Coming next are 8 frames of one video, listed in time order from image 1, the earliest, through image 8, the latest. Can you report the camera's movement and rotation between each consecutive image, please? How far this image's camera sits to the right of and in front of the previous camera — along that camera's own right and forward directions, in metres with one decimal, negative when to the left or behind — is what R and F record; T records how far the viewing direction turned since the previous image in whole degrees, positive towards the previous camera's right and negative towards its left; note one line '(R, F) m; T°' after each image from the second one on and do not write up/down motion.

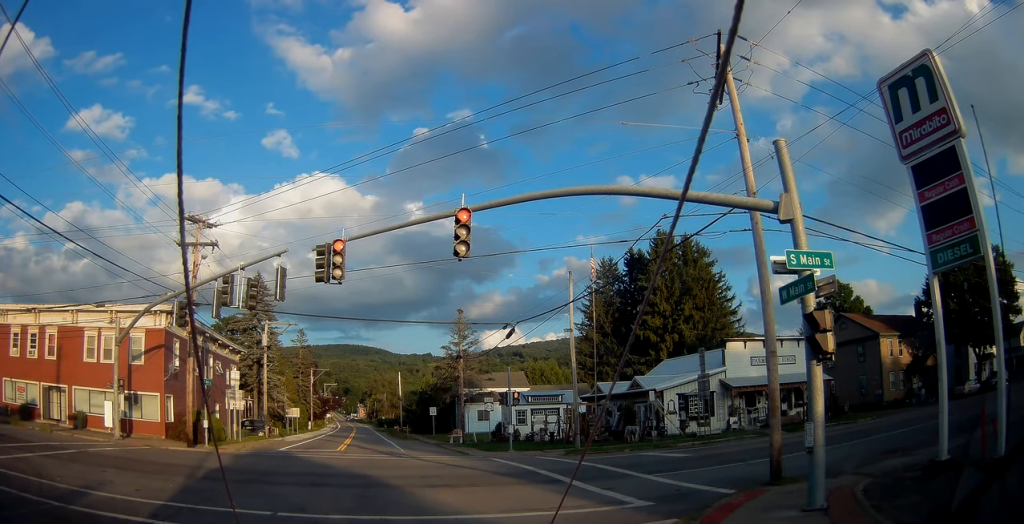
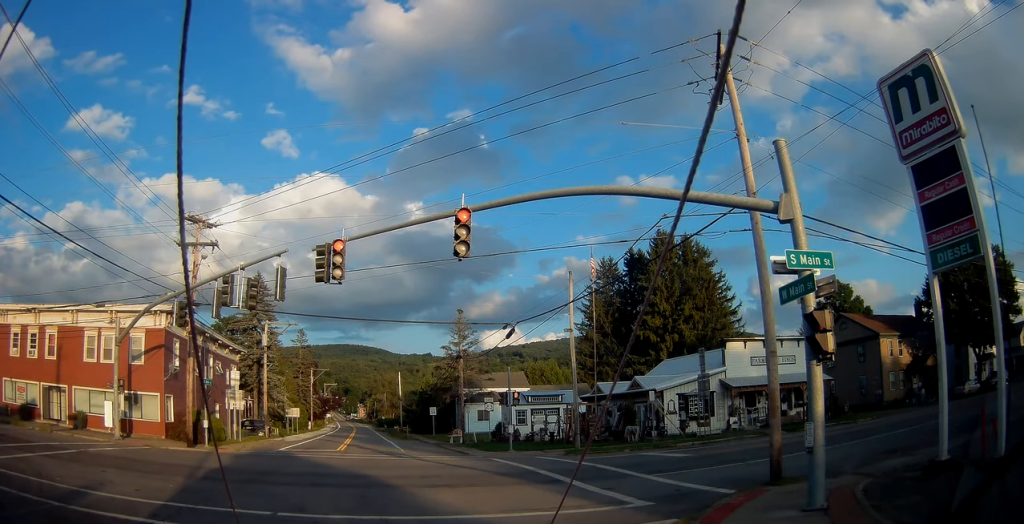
(0.0, 0.0) m; 0°
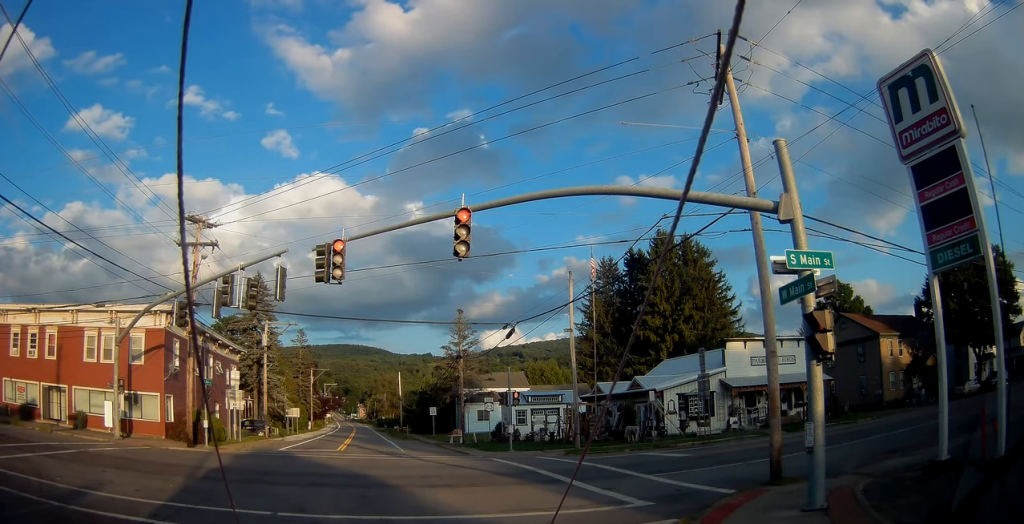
(0.0, 0.0) m; 0°
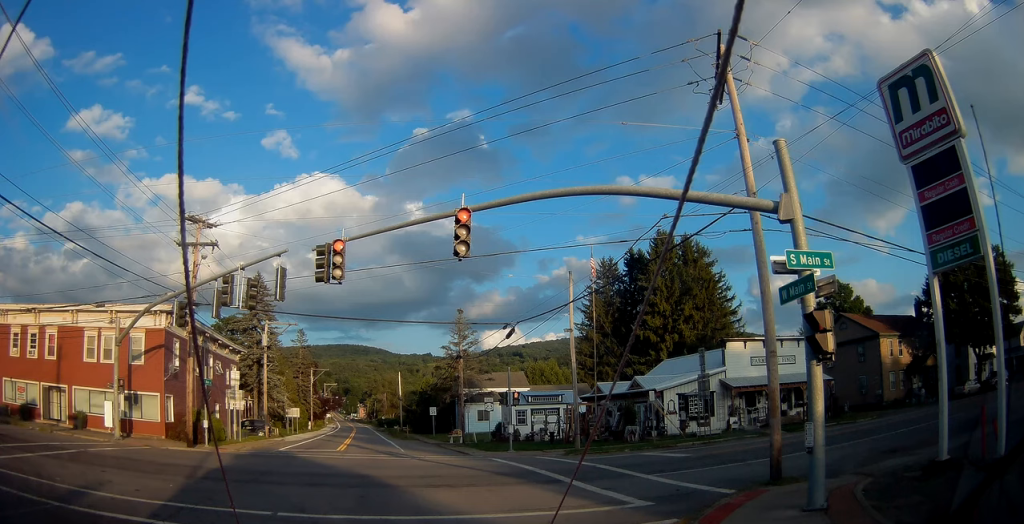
(0.0, 0.0) m; 0°
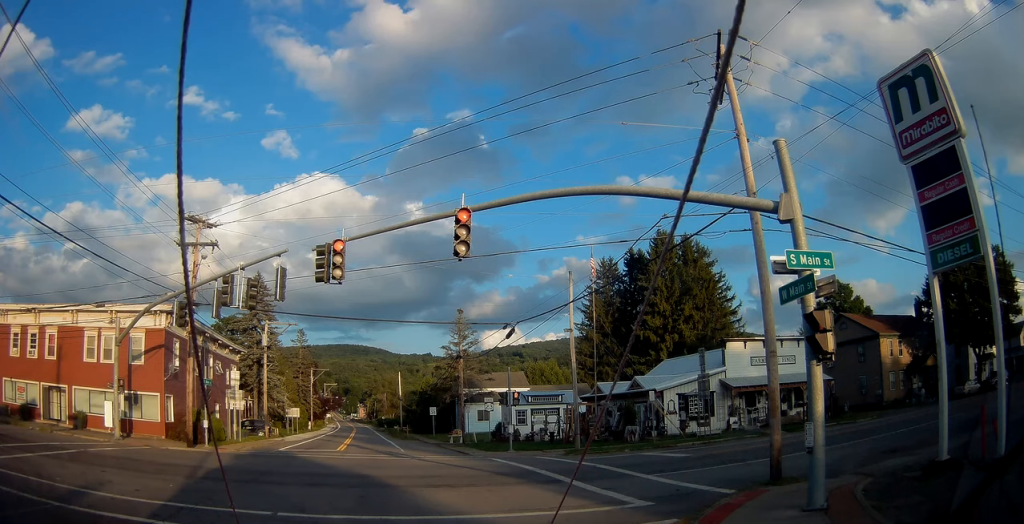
(0.0, 0.0) m; 0°
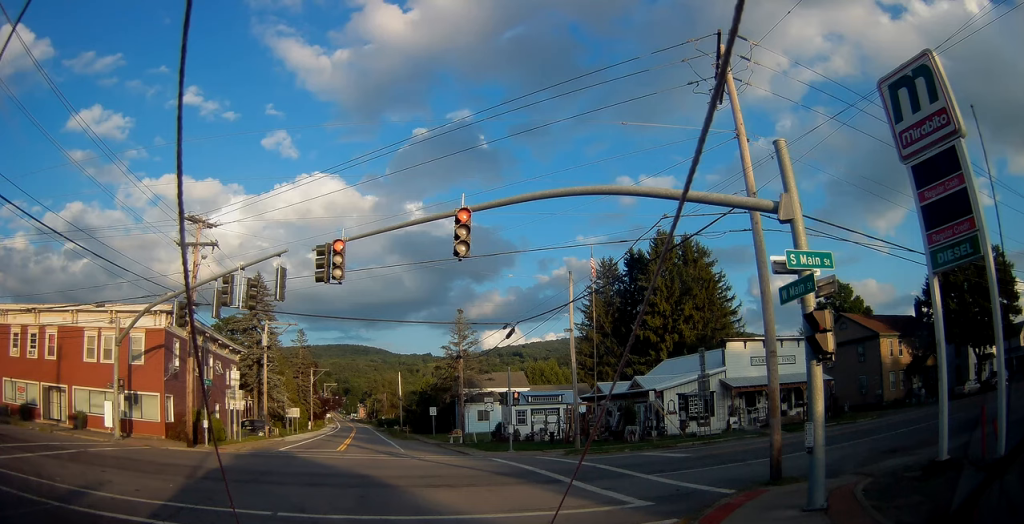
(0.0, 0.0) m; 0°
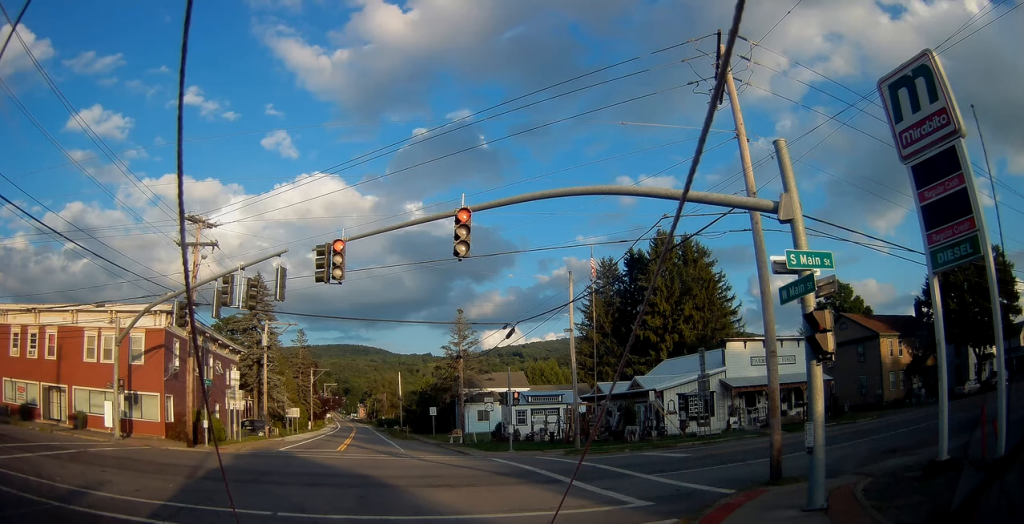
(0.0, 0.0) m; 0°
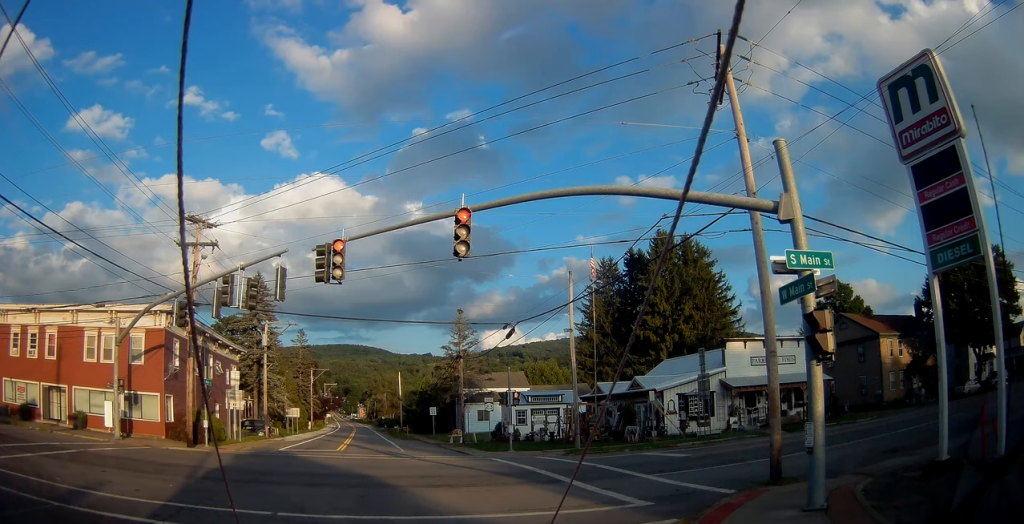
(0.0, 0.0) m; 0°
